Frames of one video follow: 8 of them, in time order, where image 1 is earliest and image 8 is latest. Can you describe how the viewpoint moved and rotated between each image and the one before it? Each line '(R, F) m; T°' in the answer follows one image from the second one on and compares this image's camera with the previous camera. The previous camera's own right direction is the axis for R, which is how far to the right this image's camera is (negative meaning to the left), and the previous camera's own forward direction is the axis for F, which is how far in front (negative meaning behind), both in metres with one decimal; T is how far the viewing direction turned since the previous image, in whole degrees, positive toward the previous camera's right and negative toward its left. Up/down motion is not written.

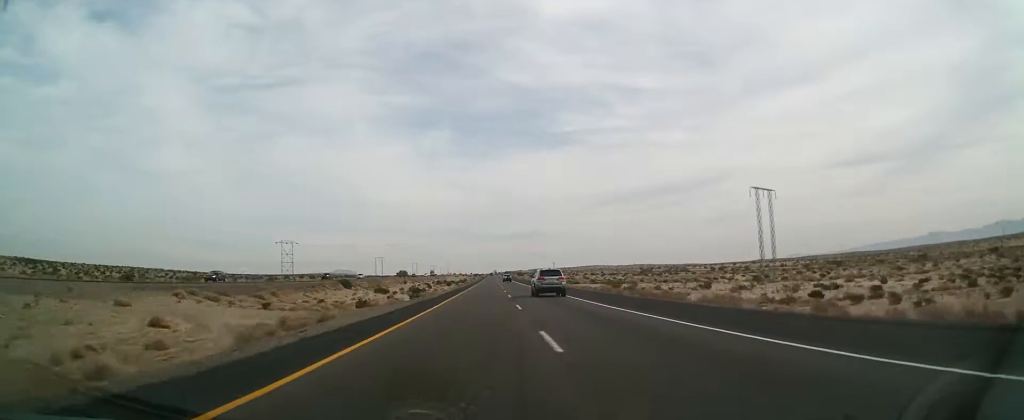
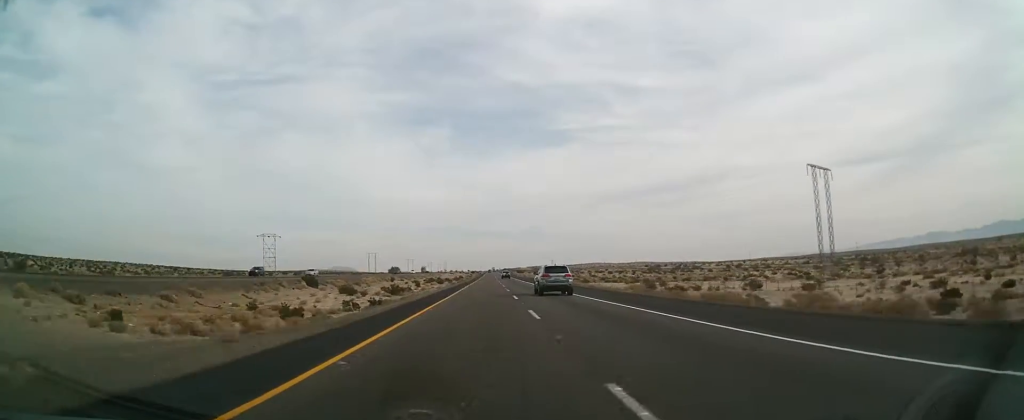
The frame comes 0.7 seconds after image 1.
(+0.2, +22.0) m; 0°
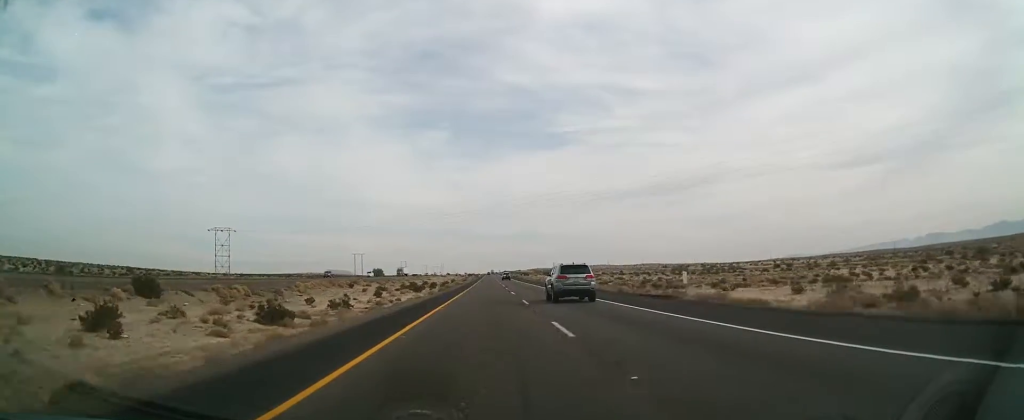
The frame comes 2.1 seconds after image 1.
(-0.2, +48.6) m; 0°
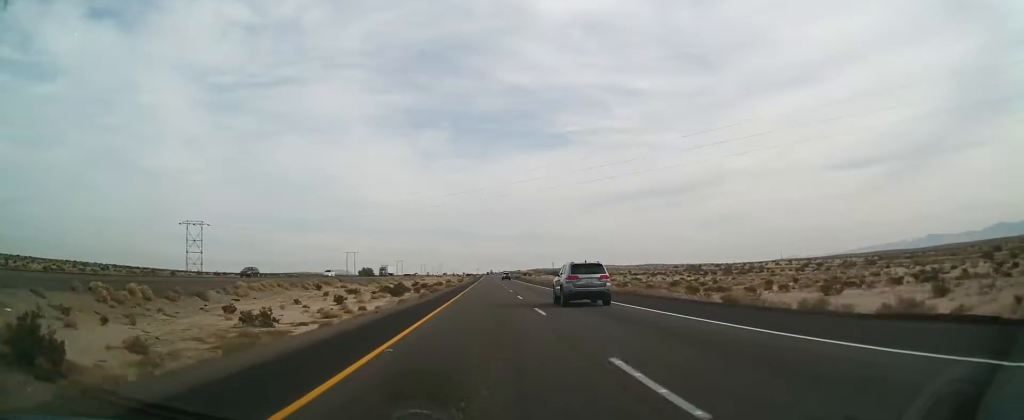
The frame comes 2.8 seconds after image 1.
(0.0, +22.1) m; 0°
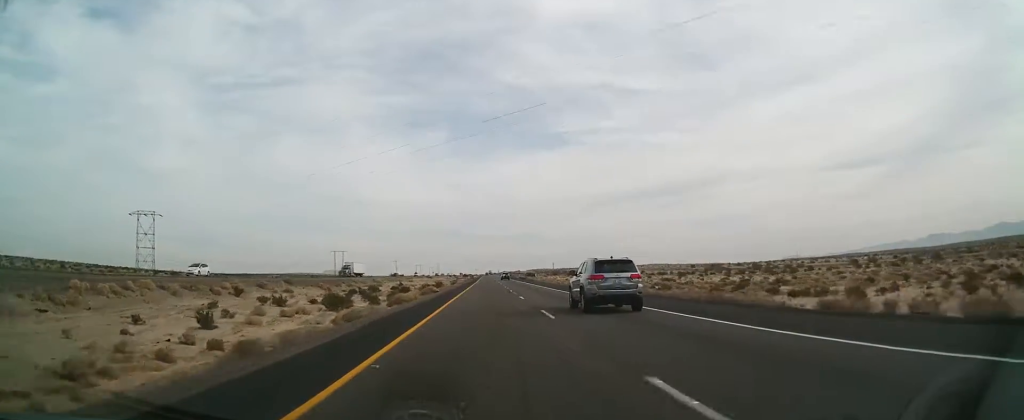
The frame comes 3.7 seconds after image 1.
(0.0, +31.0) m; 0°
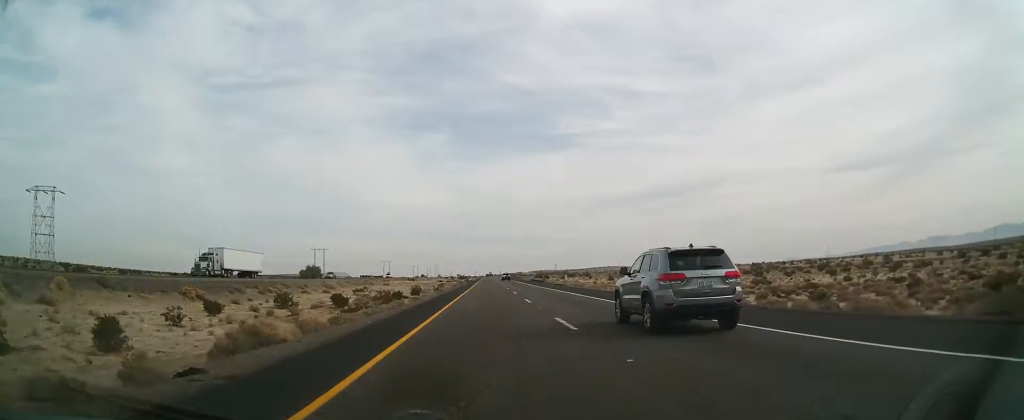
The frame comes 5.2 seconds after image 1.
(+0.2, +47.3) m; 0°
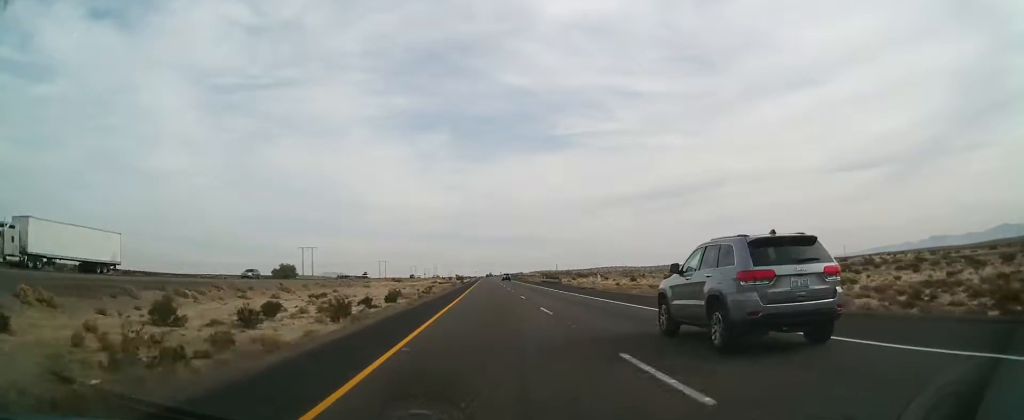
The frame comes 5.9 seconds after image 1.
(0.0, +23.1) m; 0°
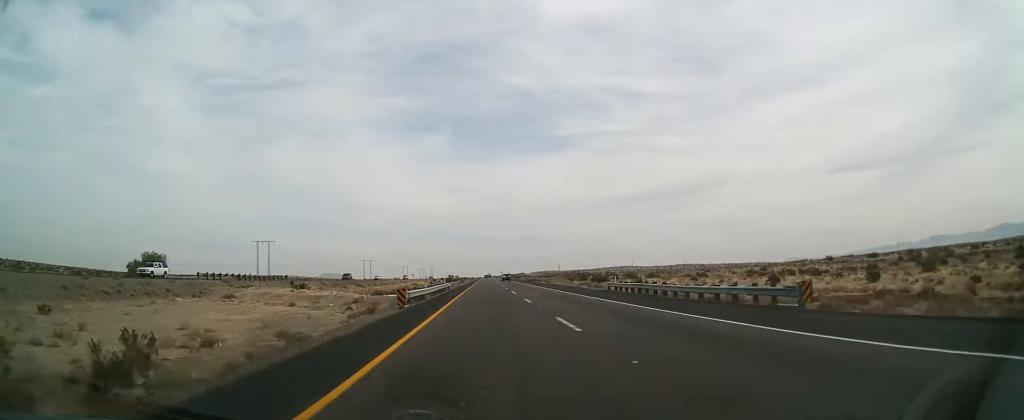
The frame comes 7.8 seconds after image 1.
(0.0, +64.9) m; 0°
